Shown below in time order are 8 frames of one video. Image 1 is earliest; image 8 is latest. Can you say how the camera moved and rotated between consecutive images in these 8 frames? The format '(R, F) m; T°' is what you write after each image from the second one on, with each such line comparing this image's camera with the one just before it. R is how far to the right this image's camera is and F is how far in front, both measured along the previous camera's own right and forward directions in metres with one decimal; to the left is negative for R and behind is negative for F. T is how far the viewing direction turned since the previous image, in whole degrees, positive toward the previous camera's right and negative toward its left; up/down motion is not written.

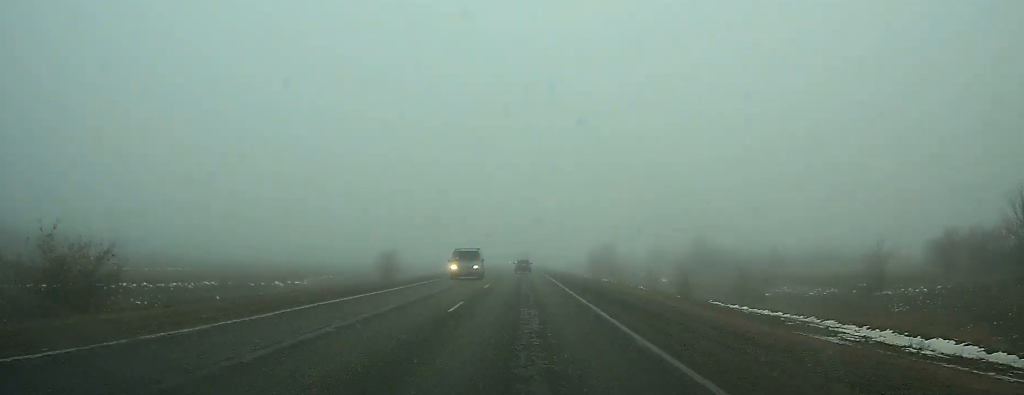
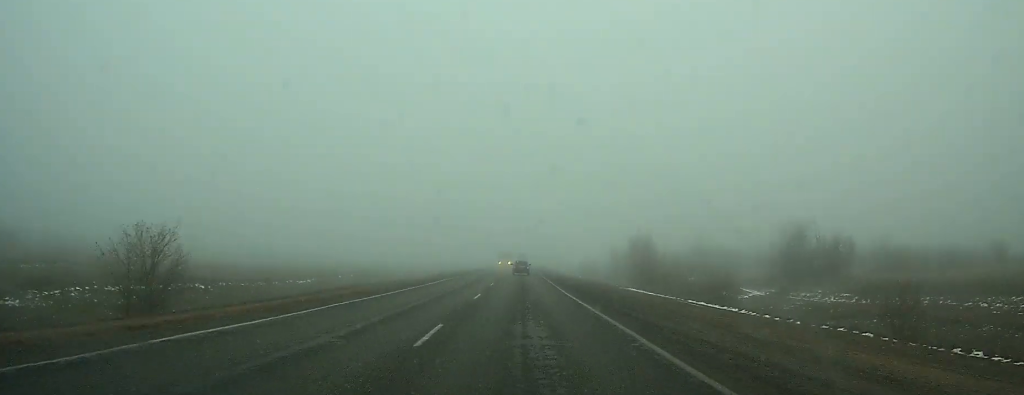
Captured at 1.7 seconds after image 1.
(0.0, +41.3) m; 0°
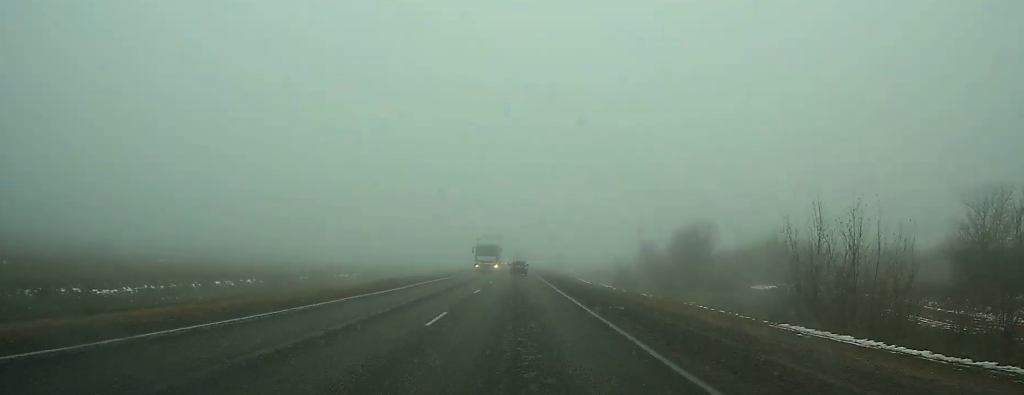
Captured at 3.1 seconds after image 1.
(0.0, +35.1) m; 0°
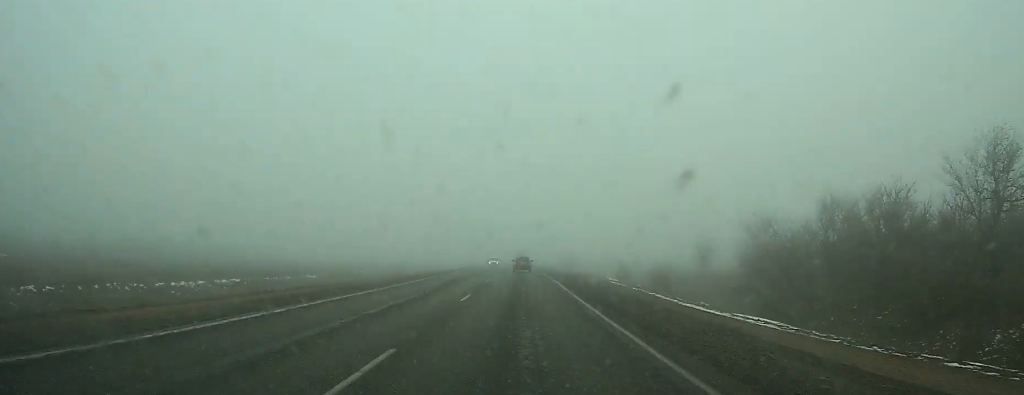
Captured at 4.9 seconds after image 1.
(0.0, +43.4) m; 0°
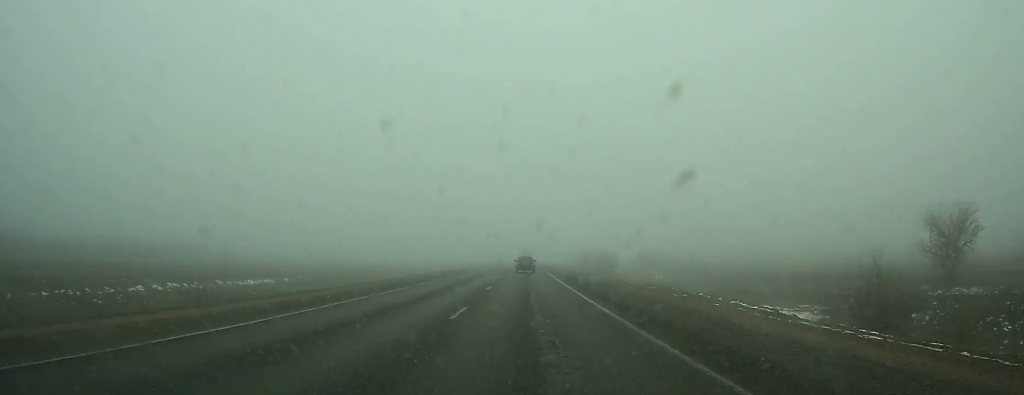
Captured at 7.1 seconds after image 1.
(0.0, +52.3) m; 0°
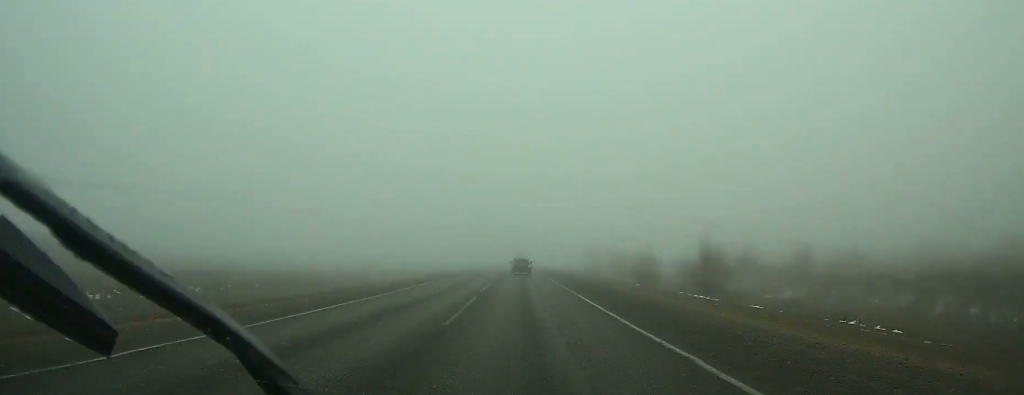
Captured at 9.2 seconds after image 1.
(0.0, +47.9) m; 0°
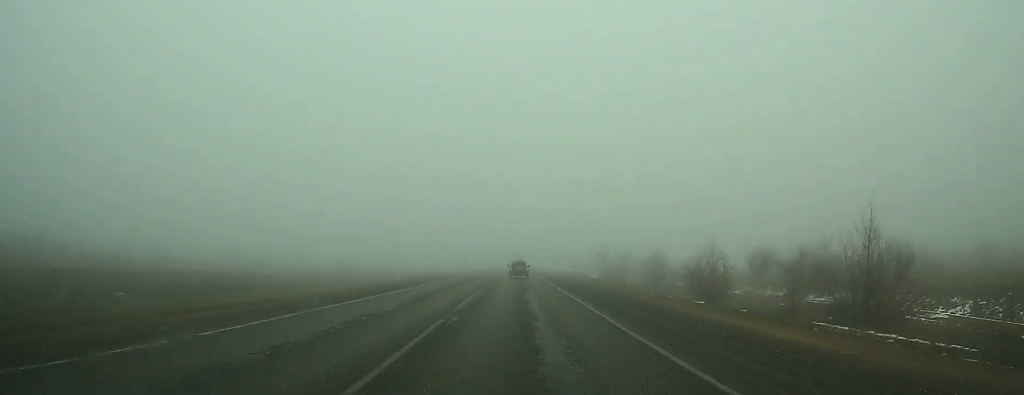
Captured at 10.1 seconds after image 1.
(0.0, +19.0) m; 0°
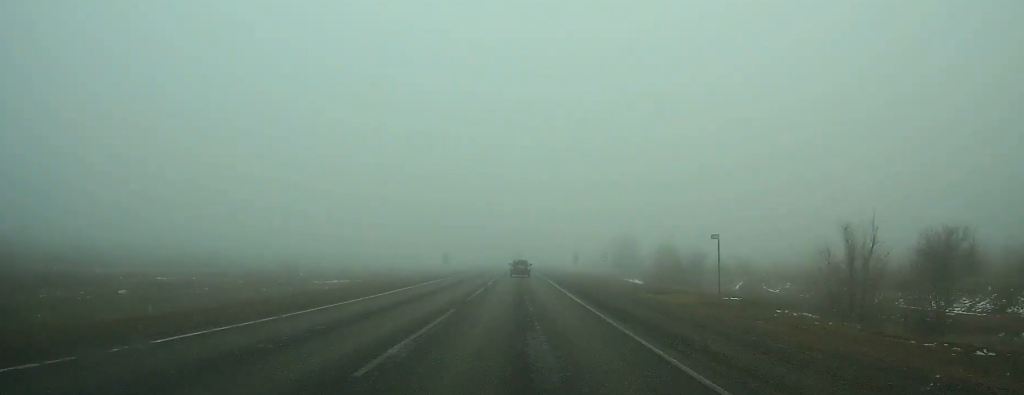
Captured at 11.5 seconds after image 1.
(0.0, +33.1) m; 0°
